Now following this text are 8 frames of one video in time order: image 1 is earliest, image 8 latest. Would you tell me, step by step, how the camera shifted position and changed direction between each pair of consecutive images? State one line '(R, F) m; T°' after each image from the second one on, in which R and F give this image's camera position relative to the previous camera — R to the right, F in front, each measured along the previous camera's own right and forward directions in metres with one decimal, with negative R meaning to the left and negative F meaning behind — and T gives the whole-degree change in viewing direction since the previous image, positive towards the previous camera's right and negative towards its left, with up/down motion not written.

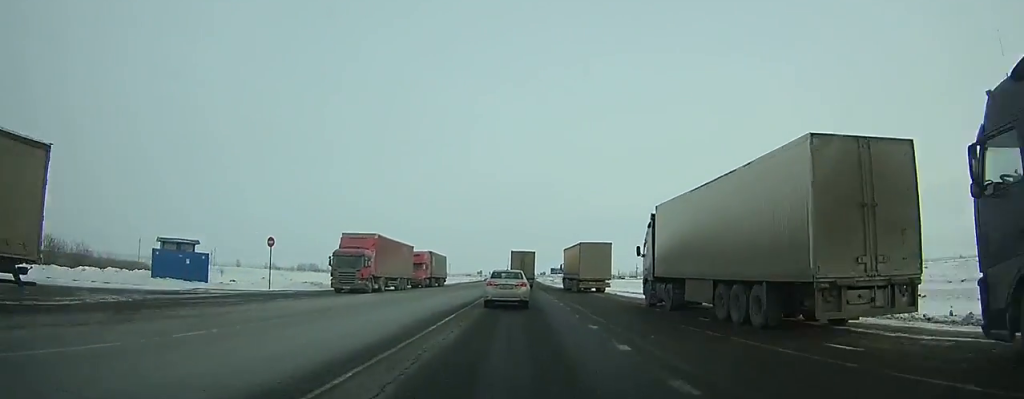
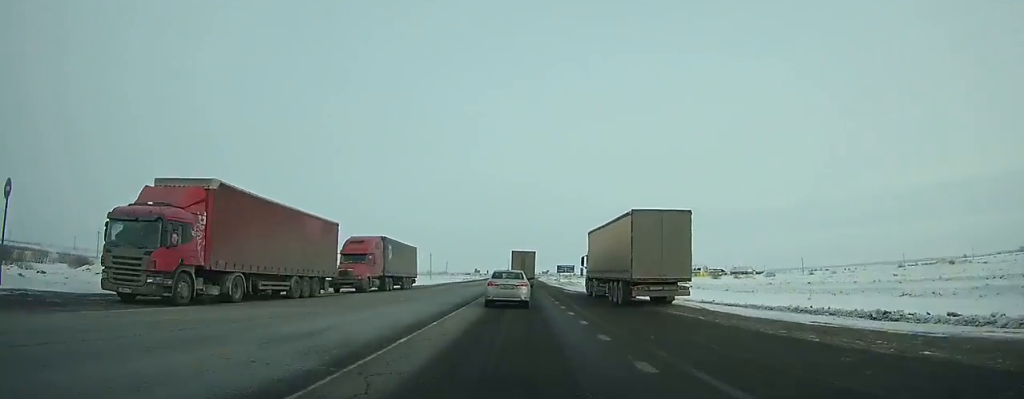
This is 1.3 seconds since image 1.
(0.0, +21.8) m; 0°
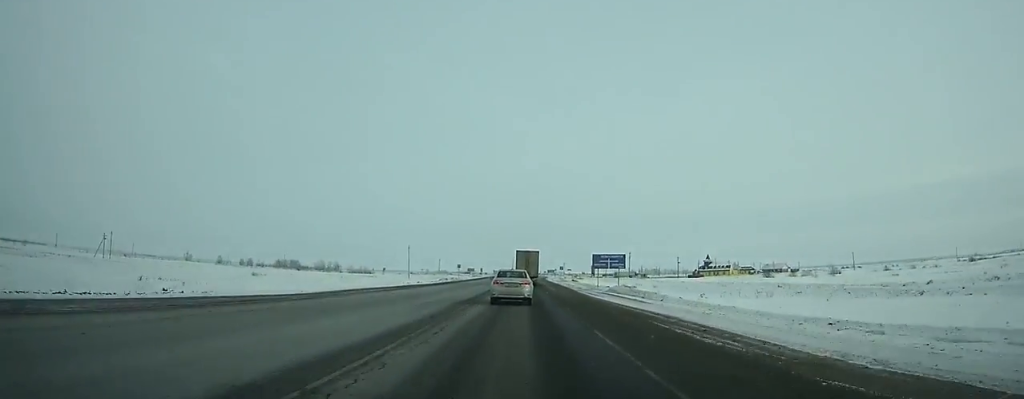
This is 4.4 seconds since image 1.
(-0.2, +53.1) m; 0°
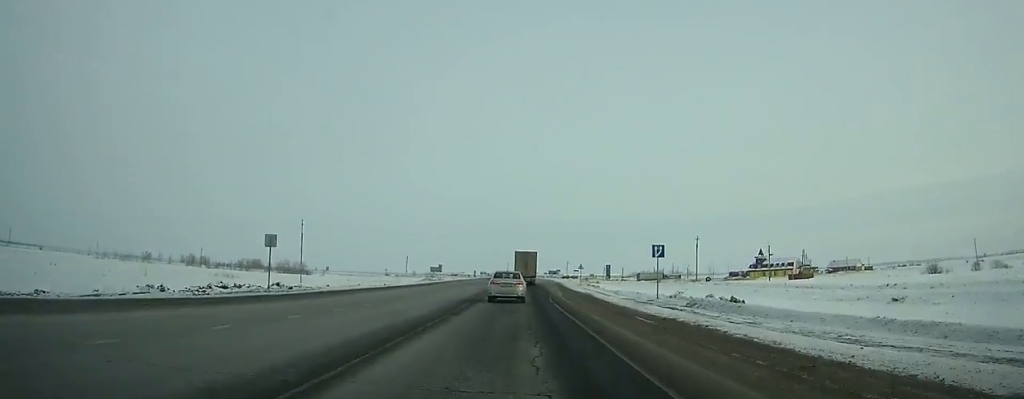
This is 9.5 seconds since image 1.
(+1.1, +90.8) m; +1°
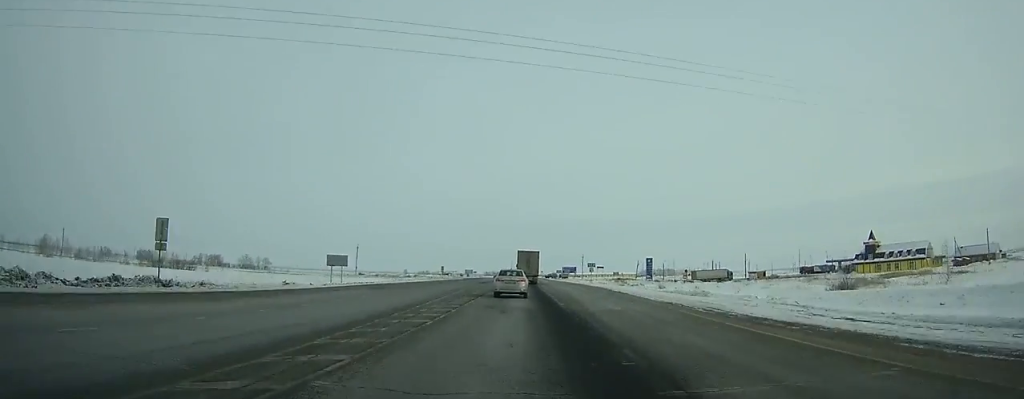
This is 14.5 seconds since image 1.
(-0.5, +93.3) m; 0°
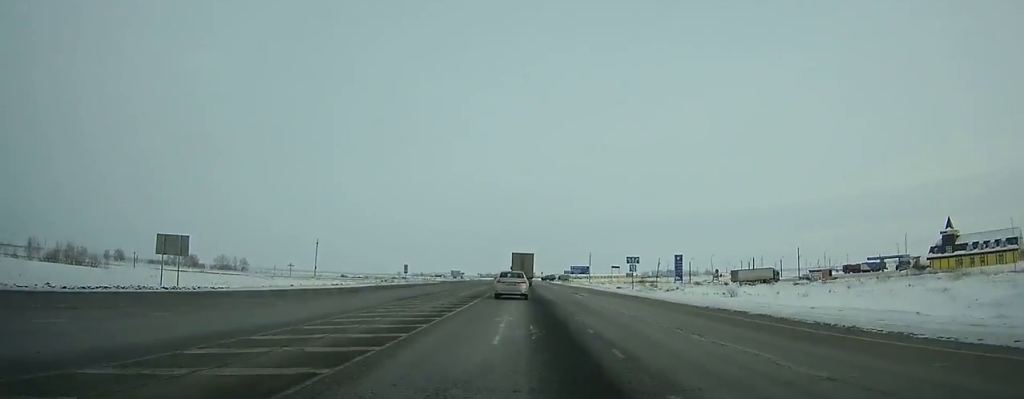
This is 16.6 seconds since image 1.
(-0.1, +40.3) m; 0°
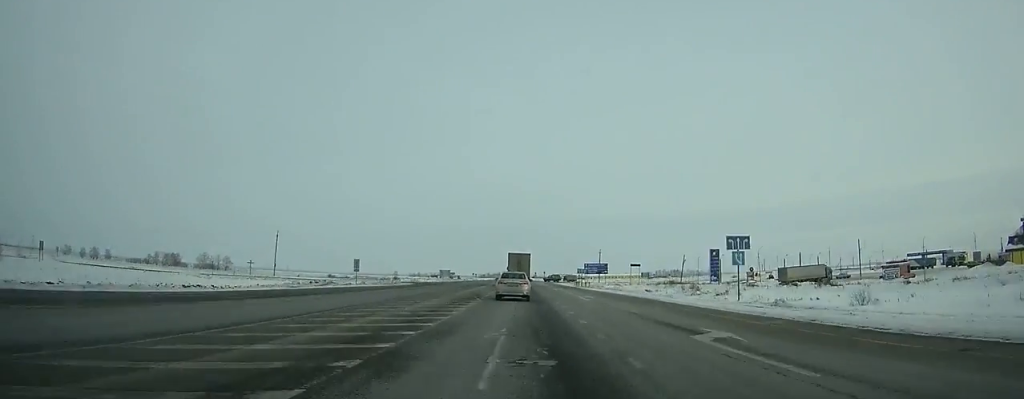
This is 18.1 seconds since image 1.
(+0.2, +29.5) m; 0°
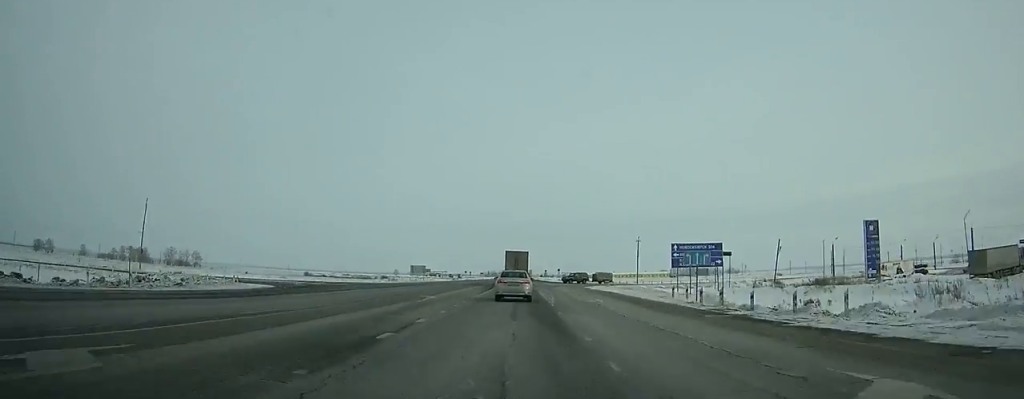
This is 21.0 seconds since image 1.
(0.0, +57.2) m; 0°
